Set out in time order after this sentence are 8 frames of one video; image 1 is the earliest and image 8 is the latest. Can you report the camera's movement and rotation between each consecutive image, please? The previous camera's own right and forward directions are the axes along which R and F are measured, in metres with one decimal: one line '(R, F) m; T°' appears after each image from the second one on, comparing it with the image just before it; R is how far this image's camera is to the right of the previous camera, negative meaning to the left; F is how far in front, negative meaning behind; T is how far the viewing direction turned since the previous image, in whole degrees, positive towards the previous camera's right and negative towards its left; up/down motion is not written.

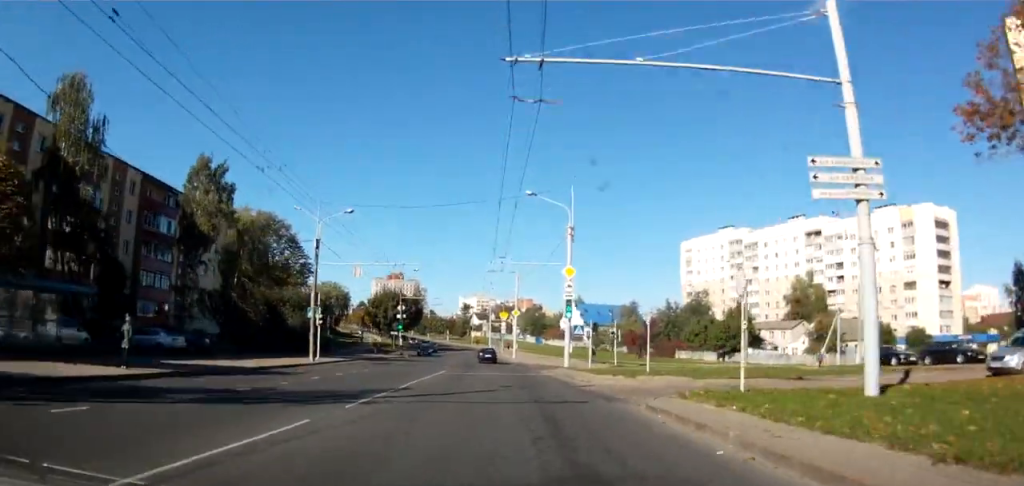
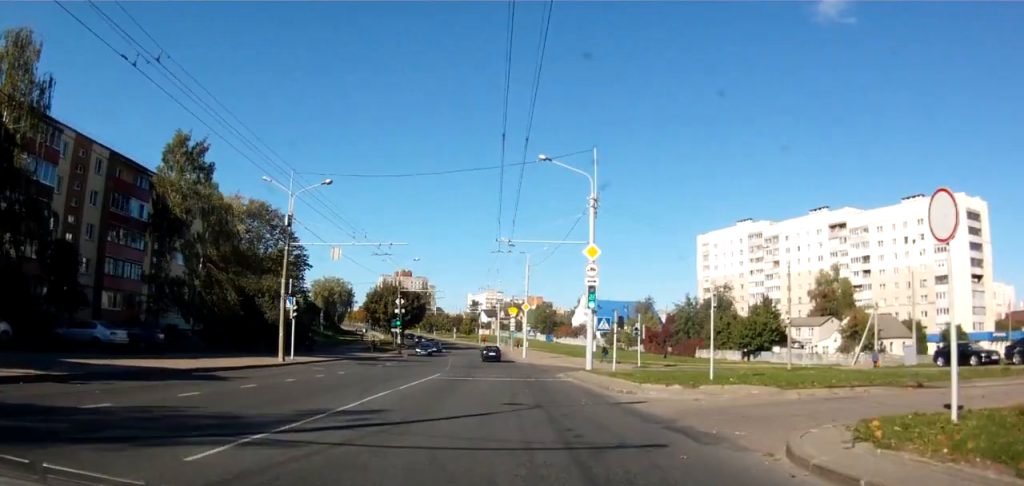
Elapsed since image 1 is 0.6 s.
(-0.5, +7.5) m; -2°
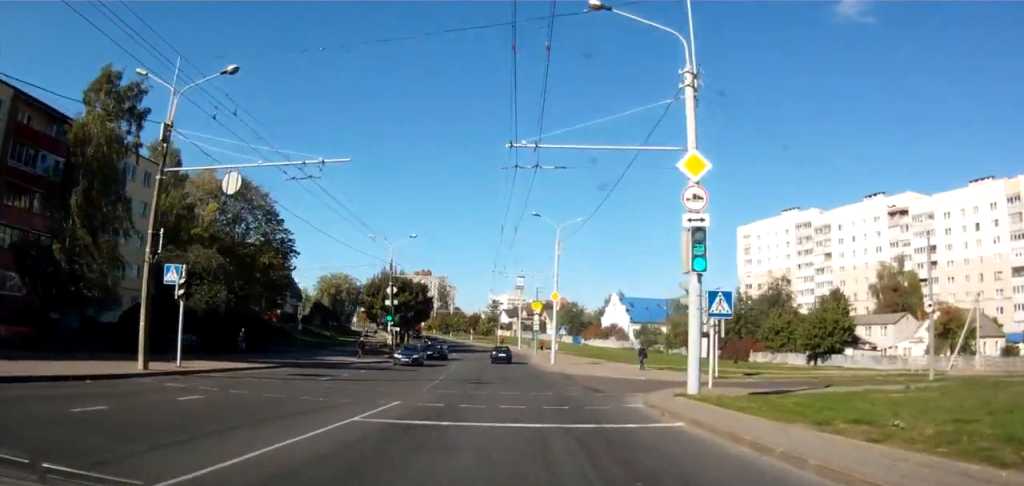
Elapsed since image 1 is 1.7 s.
(-0.3, +15.3) m; 0°
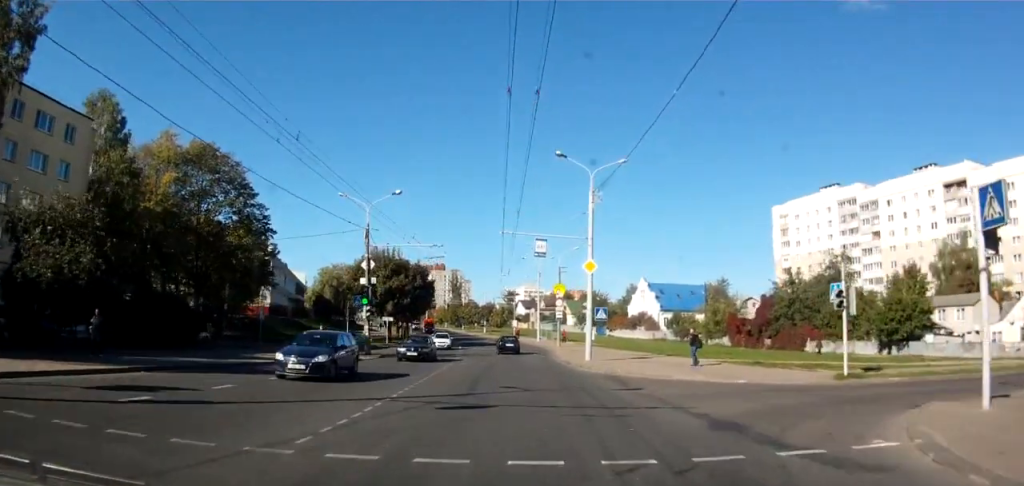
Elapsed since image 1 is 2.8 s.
(+0.1, +13.4) m; 0°
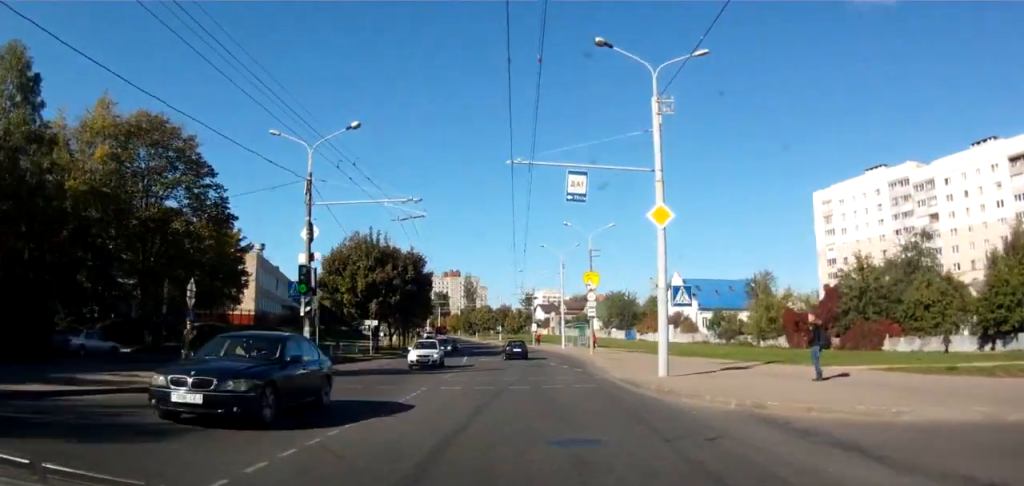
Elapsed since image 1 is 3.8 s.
(-0.1, +13.4) m; 0°
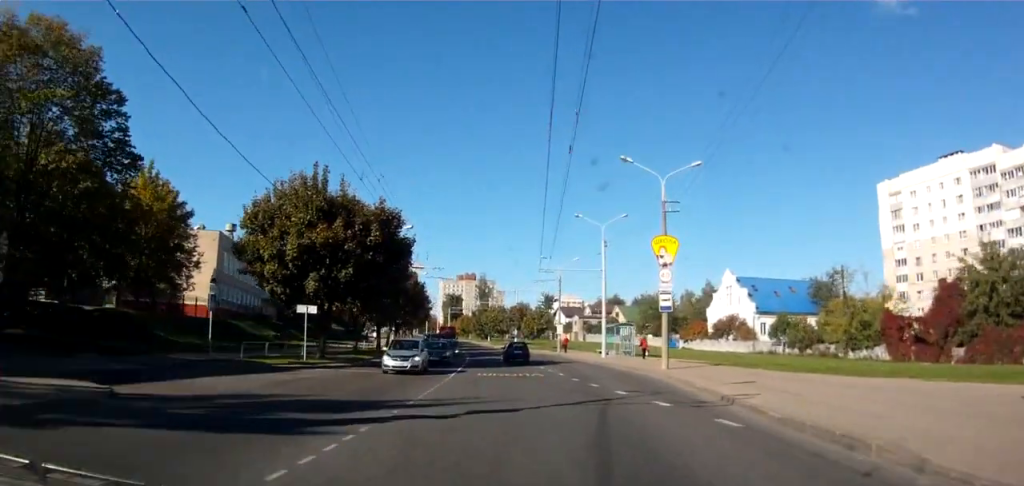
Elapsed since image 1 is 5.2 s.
(-0.1, +18.8) m; -1°
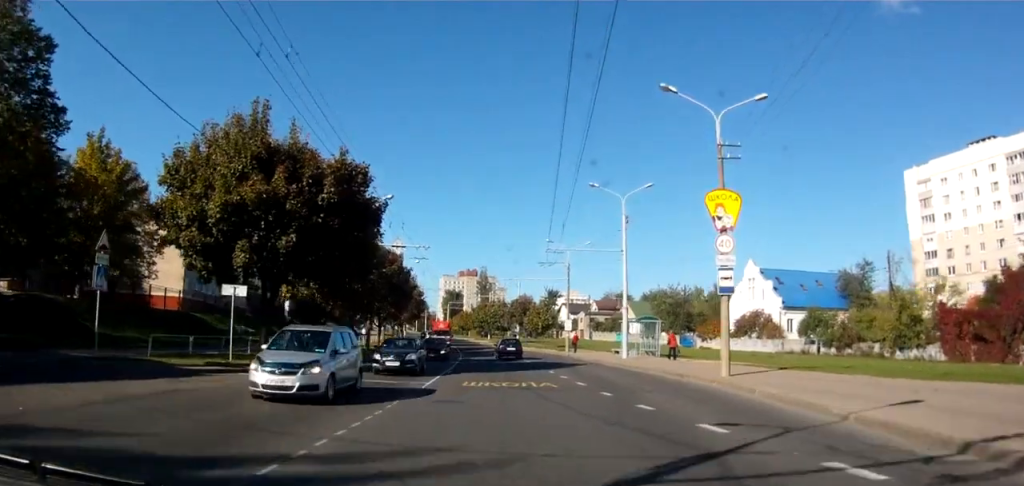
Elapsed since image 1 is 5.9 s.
(0.0, +8.4) m; -2°
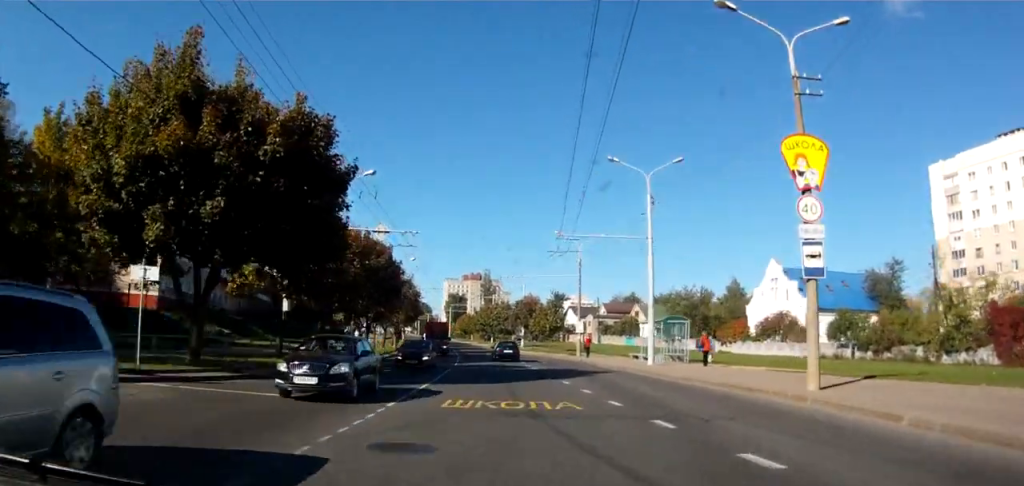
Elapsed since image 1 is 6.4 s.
(-0.2, +6.4) m; 0°
